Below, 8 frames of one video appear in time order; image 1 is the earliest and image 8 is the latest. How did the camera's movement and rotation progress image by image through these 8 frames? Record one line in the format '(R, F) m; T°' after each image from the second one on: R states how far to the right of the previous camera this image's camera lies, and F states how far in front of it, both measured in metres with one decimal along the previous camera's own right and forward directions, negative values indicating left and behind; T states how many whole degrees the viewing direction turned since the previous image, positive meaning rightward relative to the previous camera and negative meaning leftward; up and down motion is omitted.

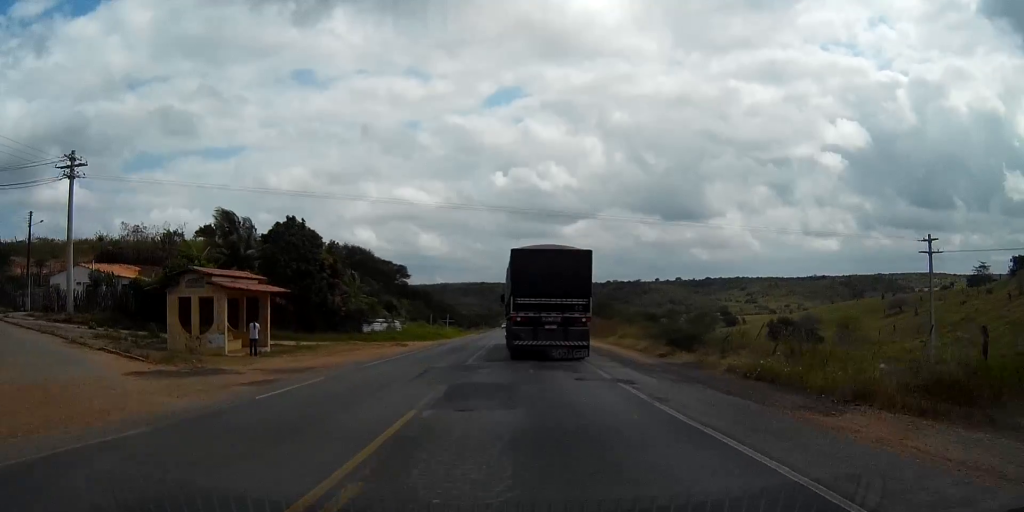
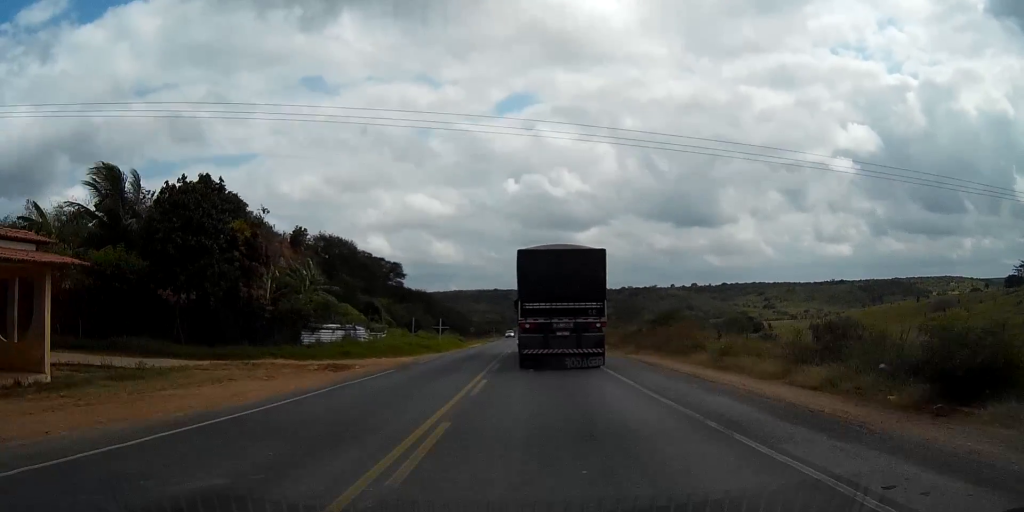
(0.0, +20.1) m; 0°
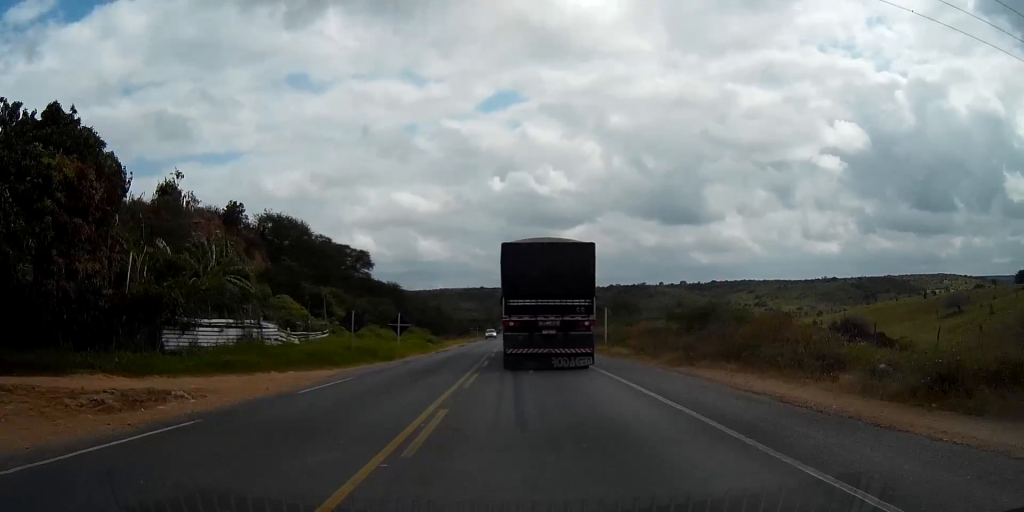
(+0.2, +14.9) m; +1°
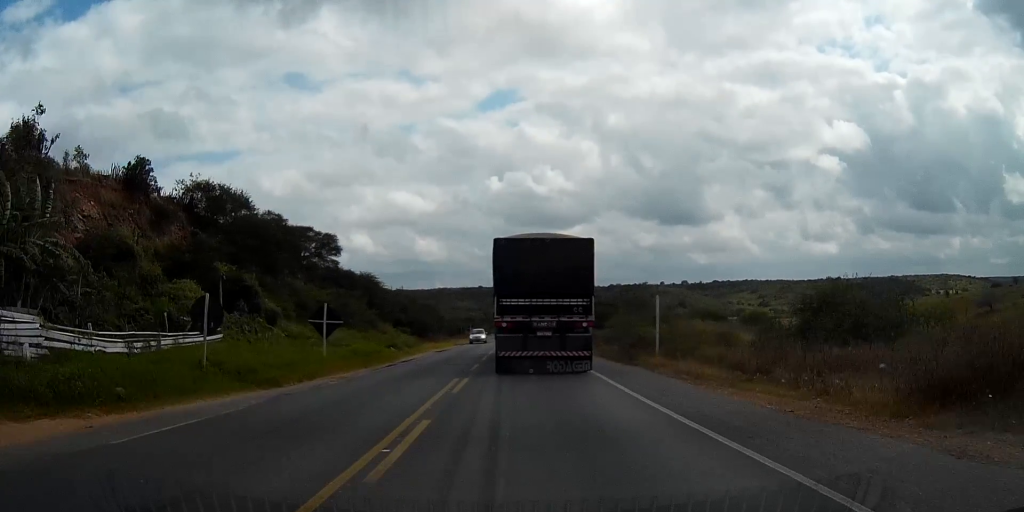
(0.0, +17.2) m; 0°
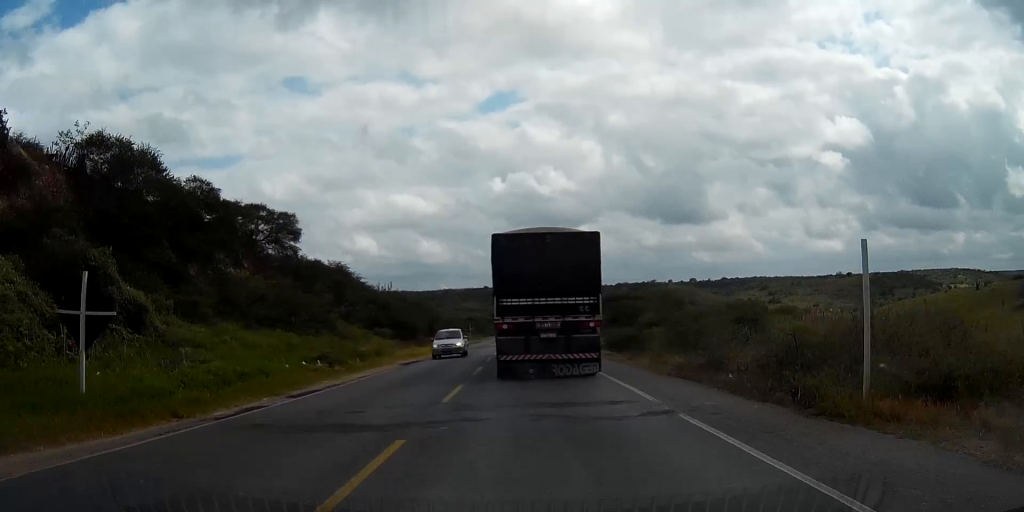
(0.0, +17.1) m; 0°
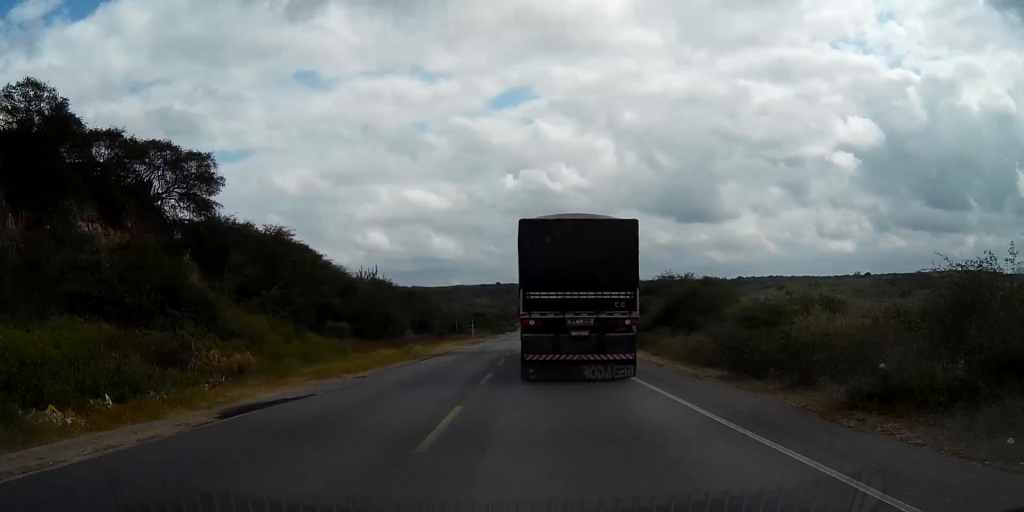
(-0.2, +21.4) m; -1°
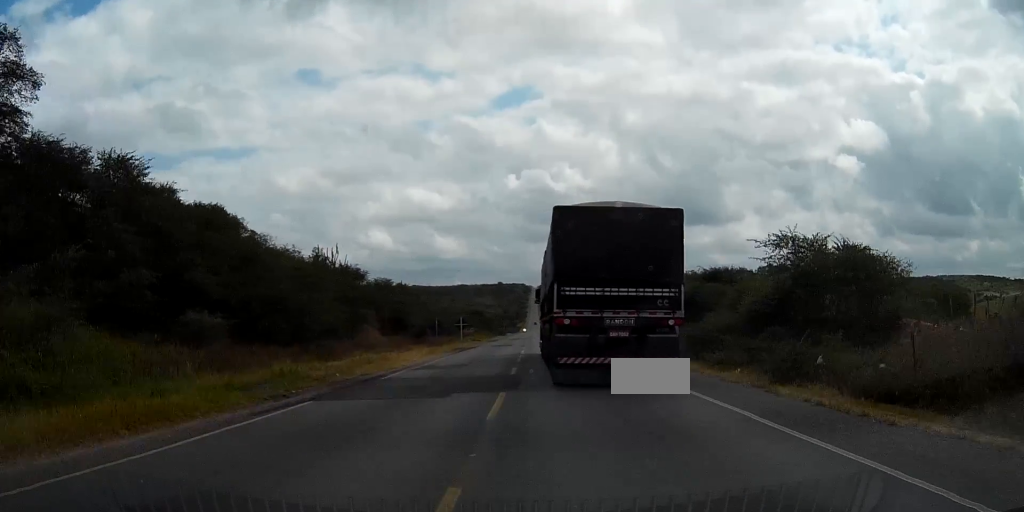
(-0.1, +22.1) m; 0°
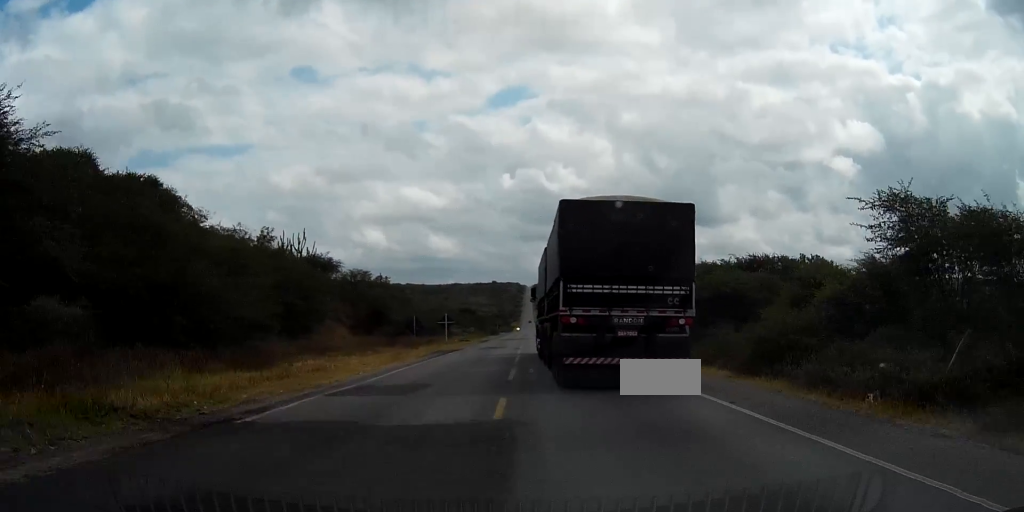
(0.0, +9.6) m; 0°
